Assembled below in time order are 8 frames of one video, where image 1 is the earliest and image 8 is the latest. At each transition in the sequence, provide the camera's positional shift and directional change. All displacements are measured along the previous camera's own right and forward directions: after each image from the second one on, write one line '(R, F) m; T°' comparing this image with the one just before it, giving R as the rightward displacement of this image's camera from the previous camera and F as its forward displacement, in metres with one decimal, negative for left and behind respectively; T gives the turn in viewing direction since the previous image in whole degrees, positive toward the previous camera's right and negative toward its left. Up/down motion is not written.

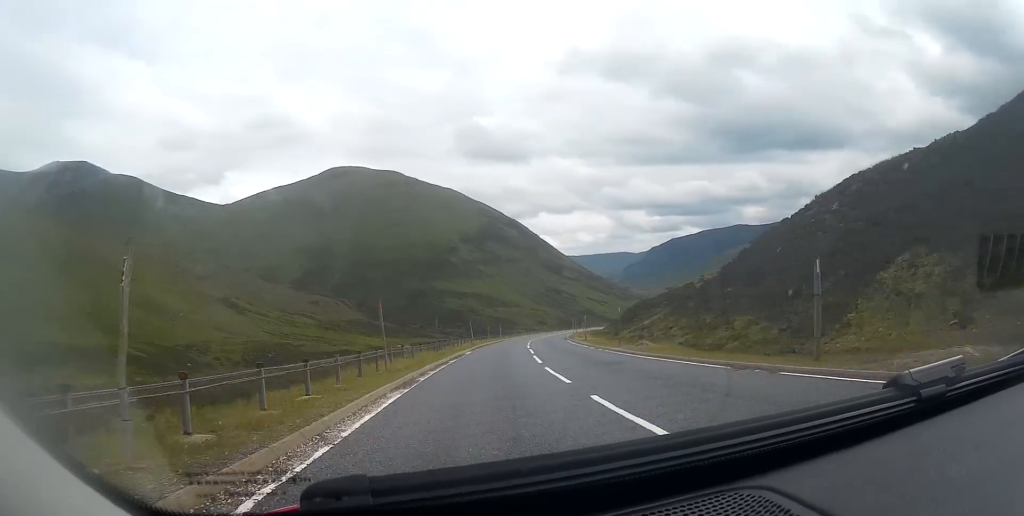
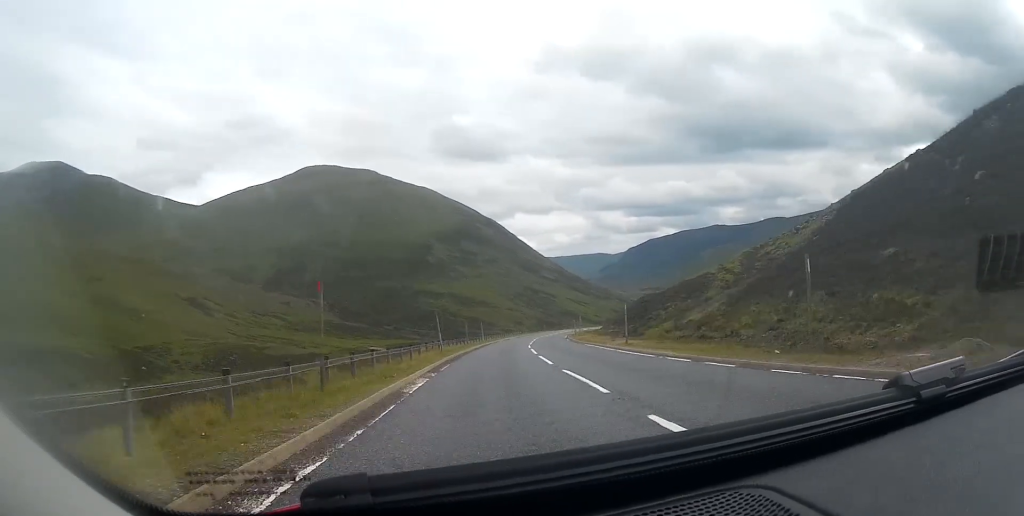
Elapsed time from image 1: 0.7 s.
(+0.4, +19.9) m; +2°
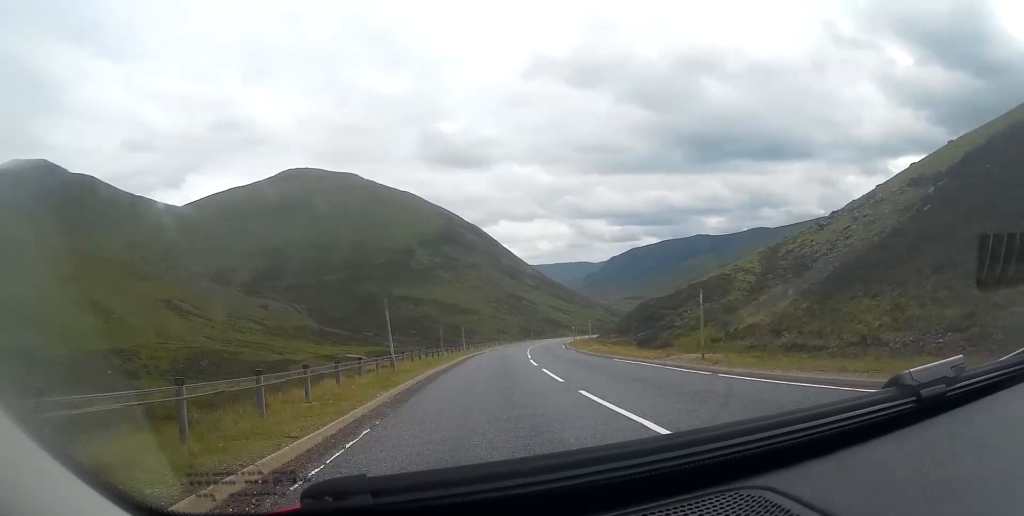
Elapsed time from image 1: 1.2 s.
(0.0, +12.7) m; +1°
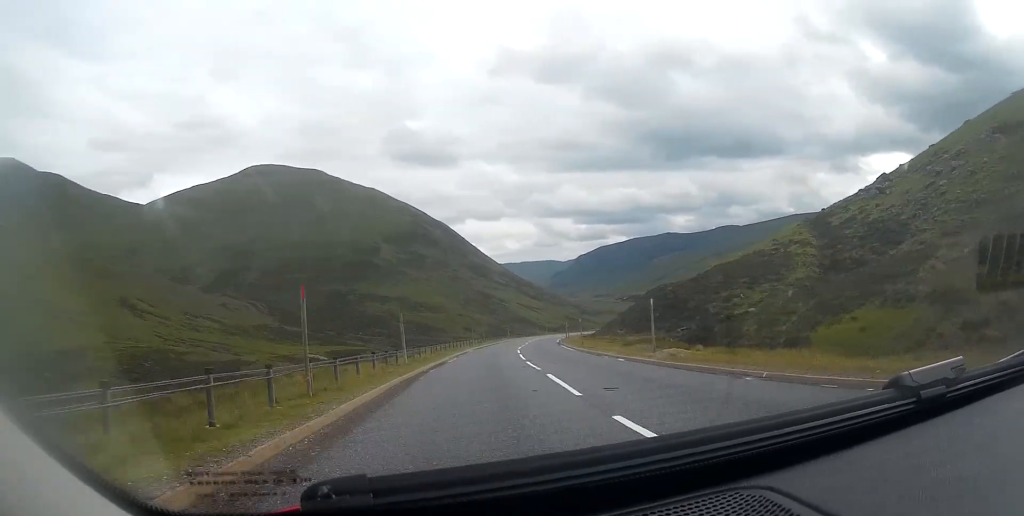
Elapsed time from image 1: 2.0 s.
(+0.6, +21.7) m; +3°
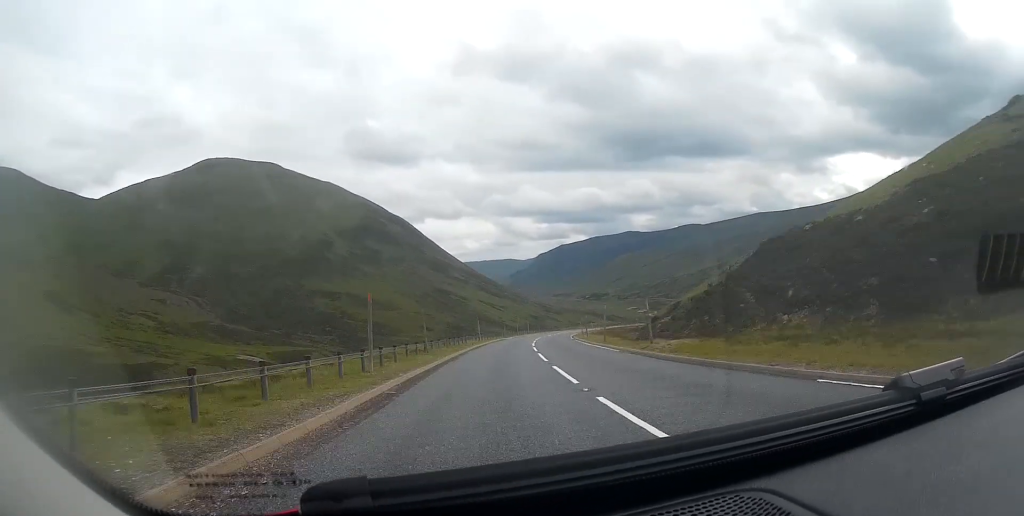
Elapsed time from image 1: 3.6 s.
(+2.0, +41.3) m; +5°
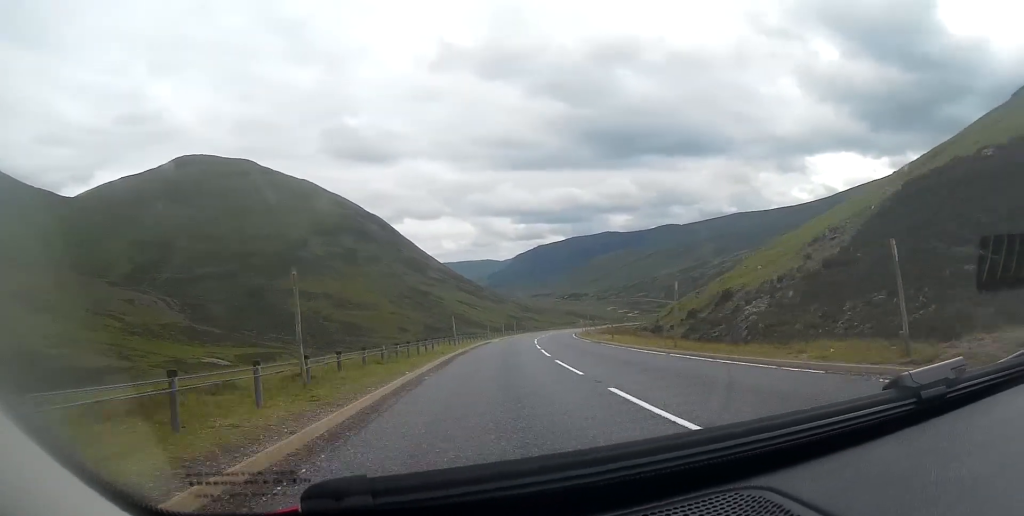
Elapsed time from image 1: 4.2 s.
(+0.1, +17.1) m; +2°
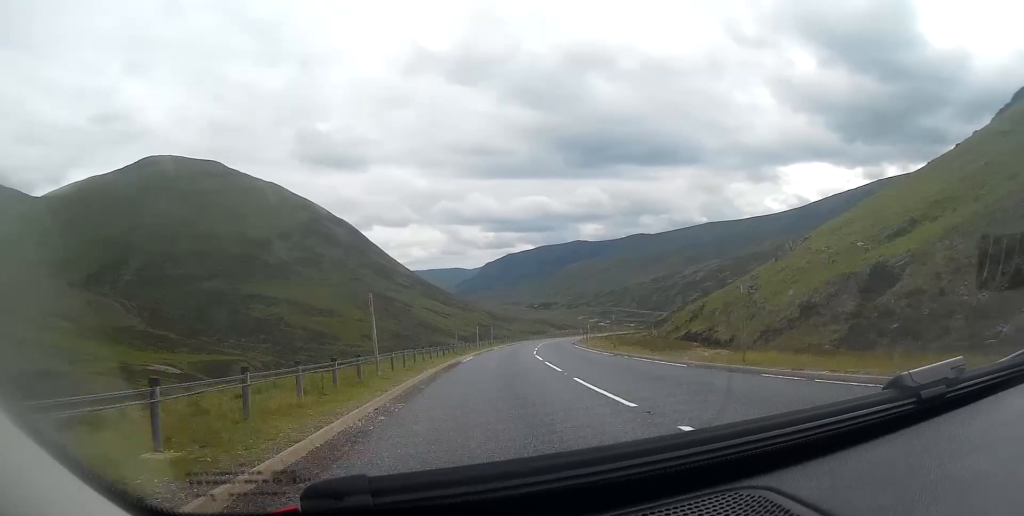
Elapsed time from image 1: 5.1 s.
(+0.7, +21.7) m; +3°
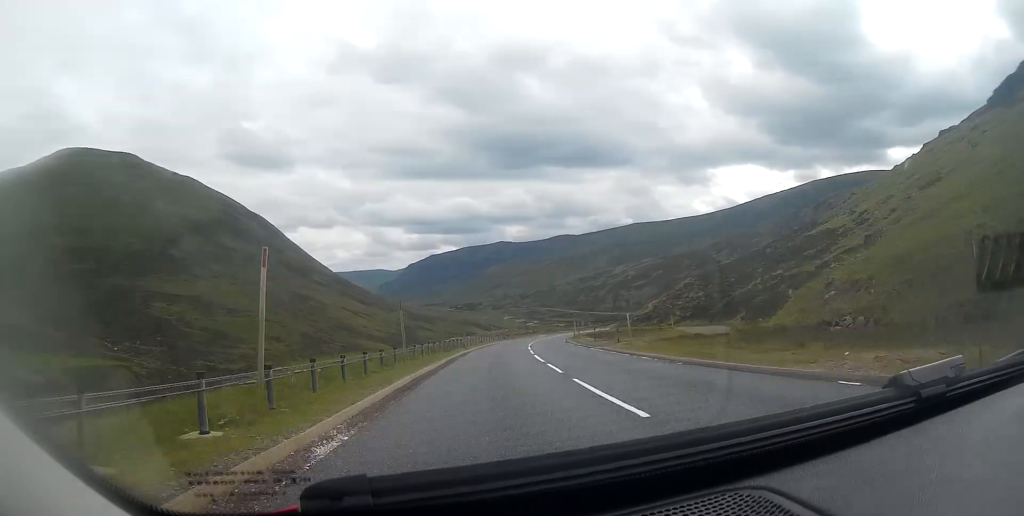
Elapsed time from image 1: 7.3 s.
(+3.0, +53.7) m; +7°
